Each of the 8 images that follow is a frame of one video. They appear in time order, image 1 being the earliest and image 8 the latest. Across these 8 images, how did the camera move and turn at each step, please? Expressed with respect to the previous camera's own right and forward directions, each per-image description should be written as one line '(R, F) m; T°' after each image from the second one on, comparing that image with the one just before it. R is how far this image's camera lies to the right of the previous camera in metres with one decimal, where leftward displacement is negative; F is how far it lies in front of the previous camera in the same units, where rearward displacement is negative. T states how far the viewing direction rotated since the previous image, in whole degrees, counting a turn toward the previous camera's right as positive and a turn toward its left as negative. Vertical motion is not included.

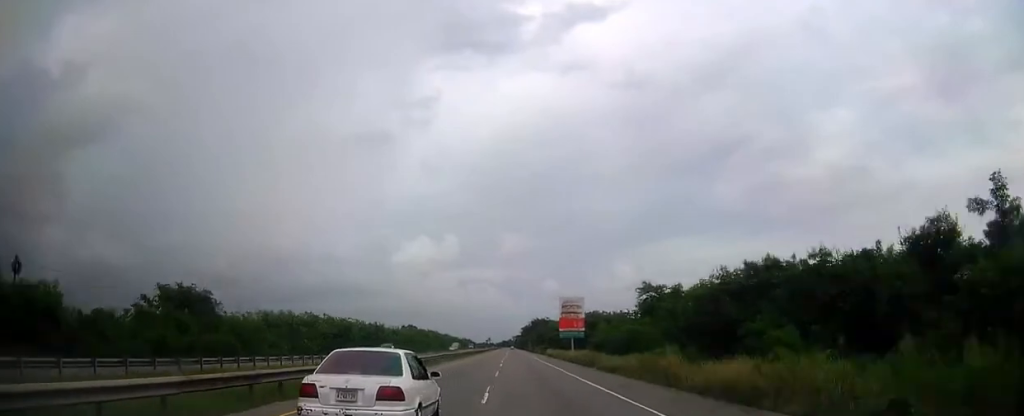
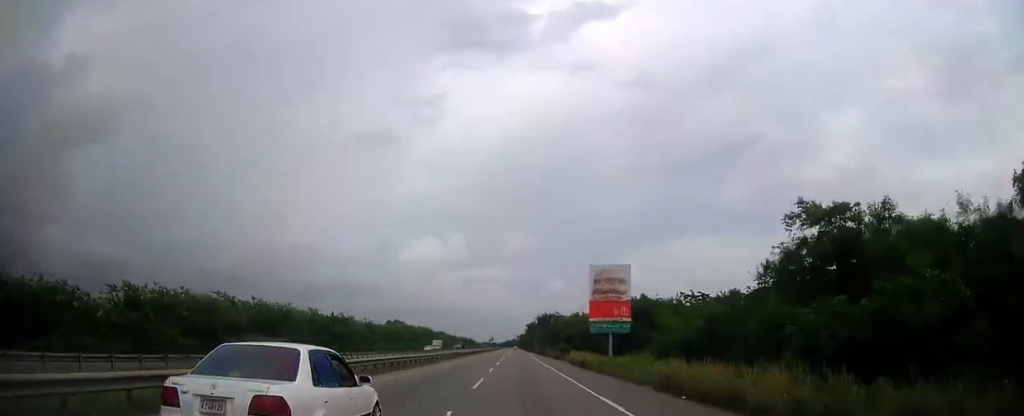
(+0.1, +34.8) m; 0°
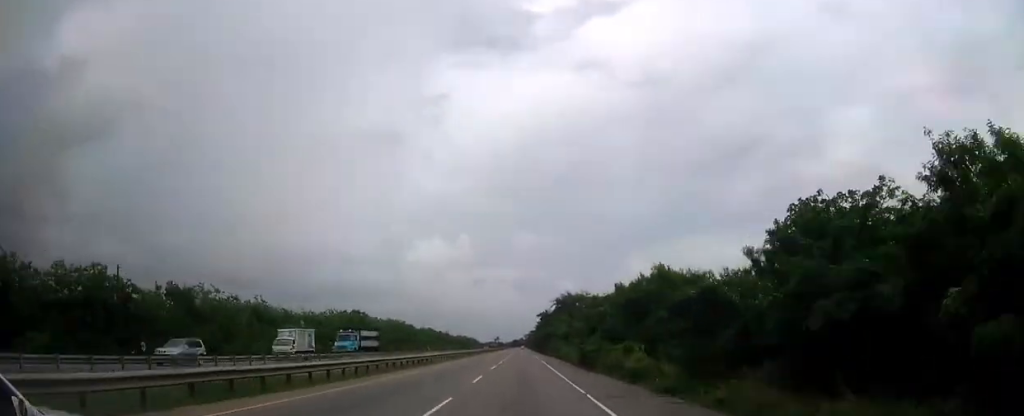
(-0.6, +63.7) m; -1°
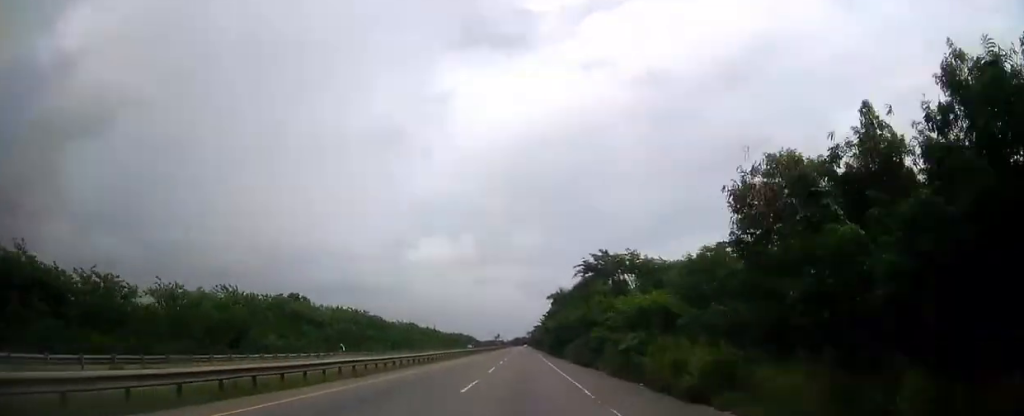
(-0.1, +44.9) m; 0°
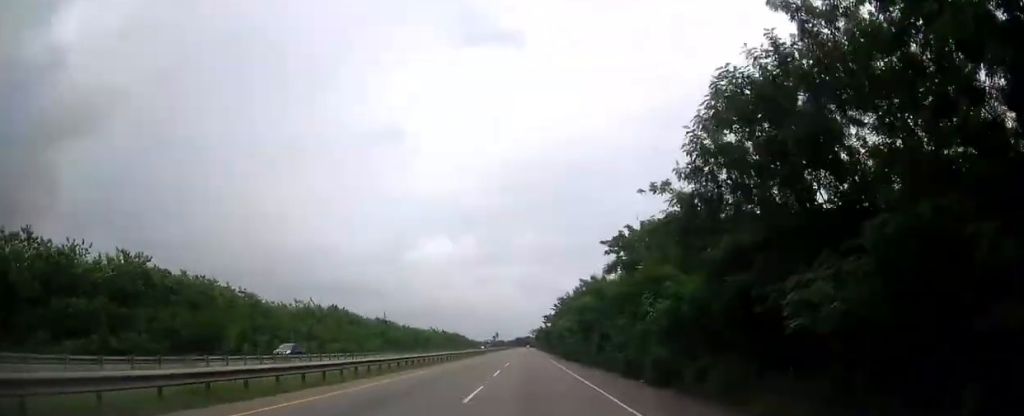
(0.0, +80.4) m; 0°
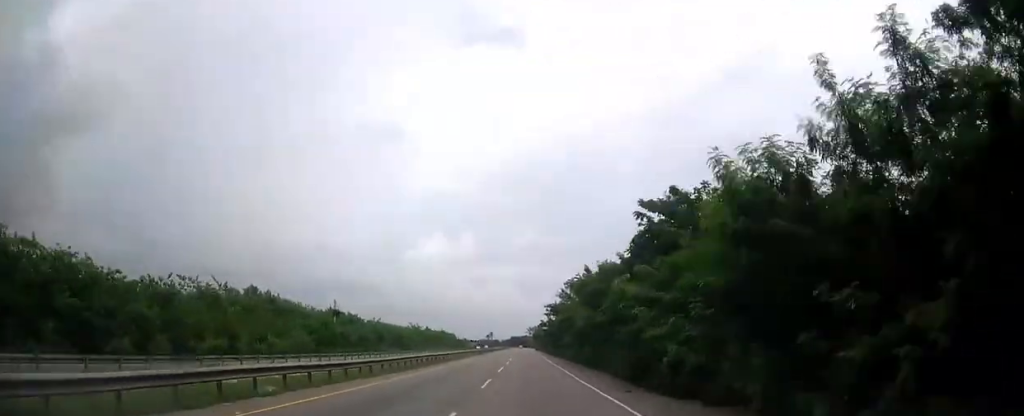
(0.0, +34.9) m; 0°
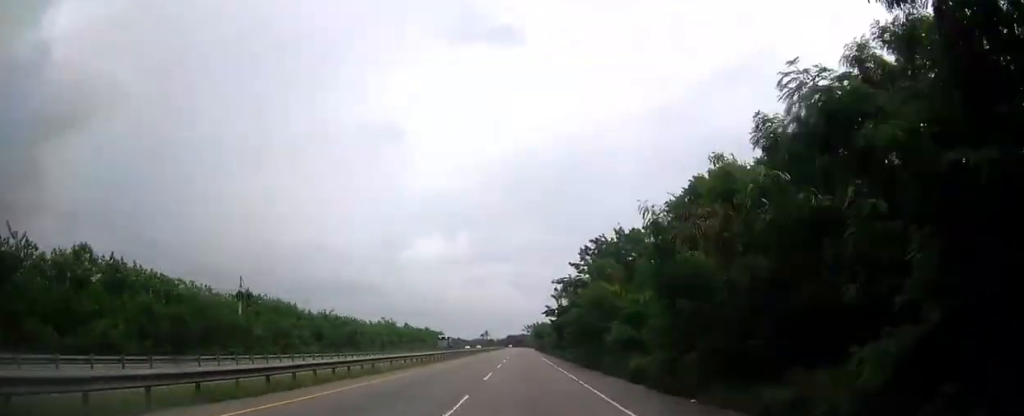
(+0.1, +35.0) m; 0°
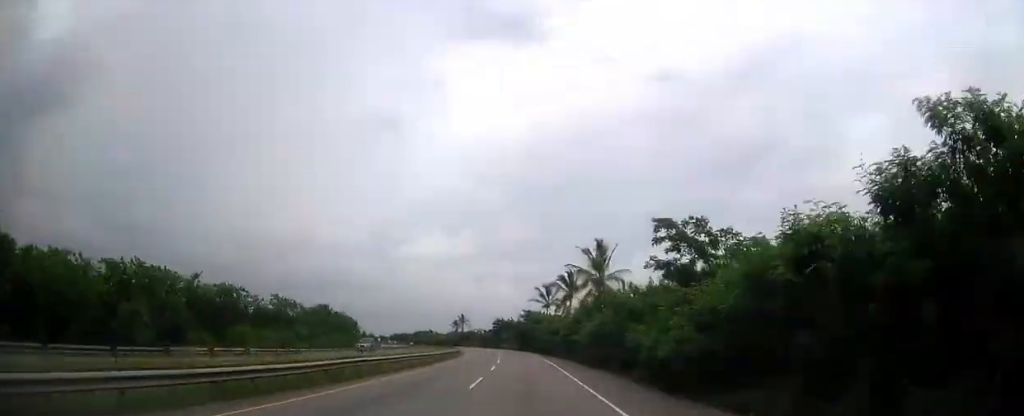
(-0.9, +199.5) m; -2°
